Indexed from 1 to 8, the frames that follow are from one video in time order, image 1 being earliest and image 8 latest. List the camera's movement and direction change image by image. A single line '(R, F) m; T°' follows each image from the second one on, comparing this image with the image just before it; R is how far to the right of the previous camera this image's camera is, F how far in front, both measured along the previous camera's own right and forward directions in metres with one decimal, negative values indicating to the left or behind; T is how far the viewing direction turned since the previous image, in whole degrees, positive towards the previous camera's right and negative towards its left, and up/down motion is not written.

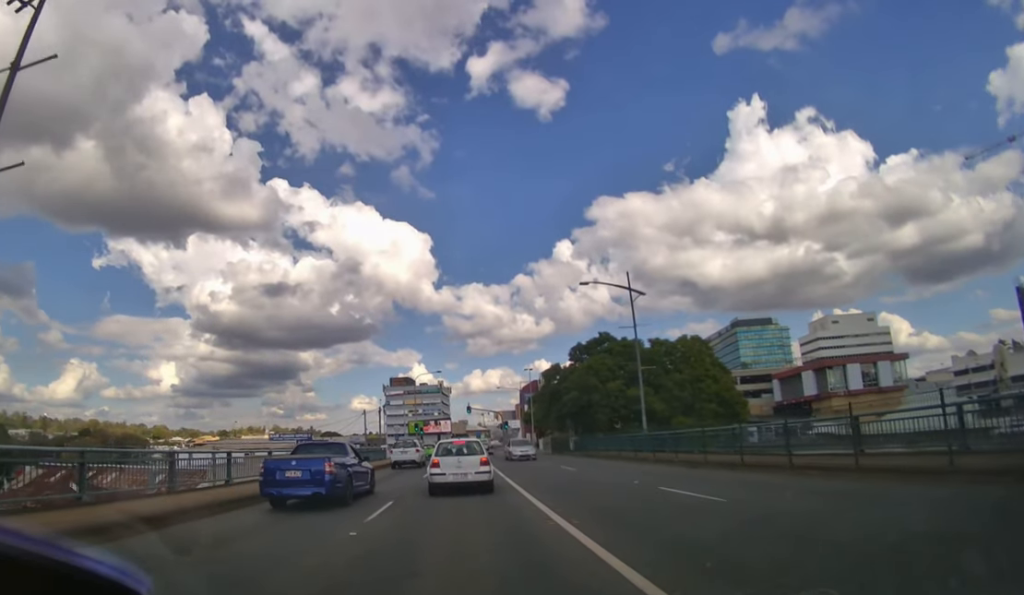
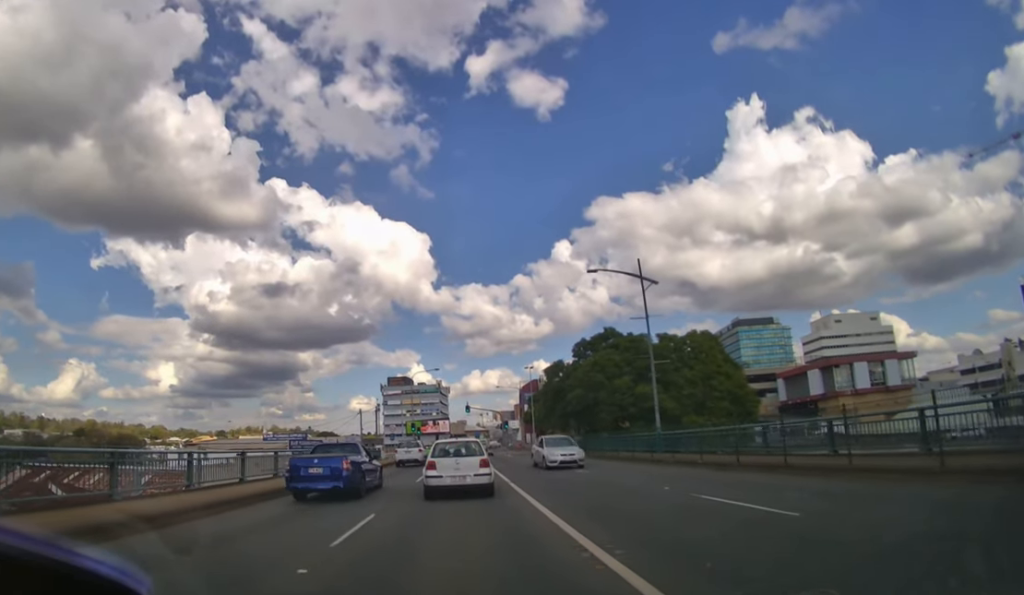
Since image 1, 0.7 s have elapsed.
(0.0, +2.2) m; 0°
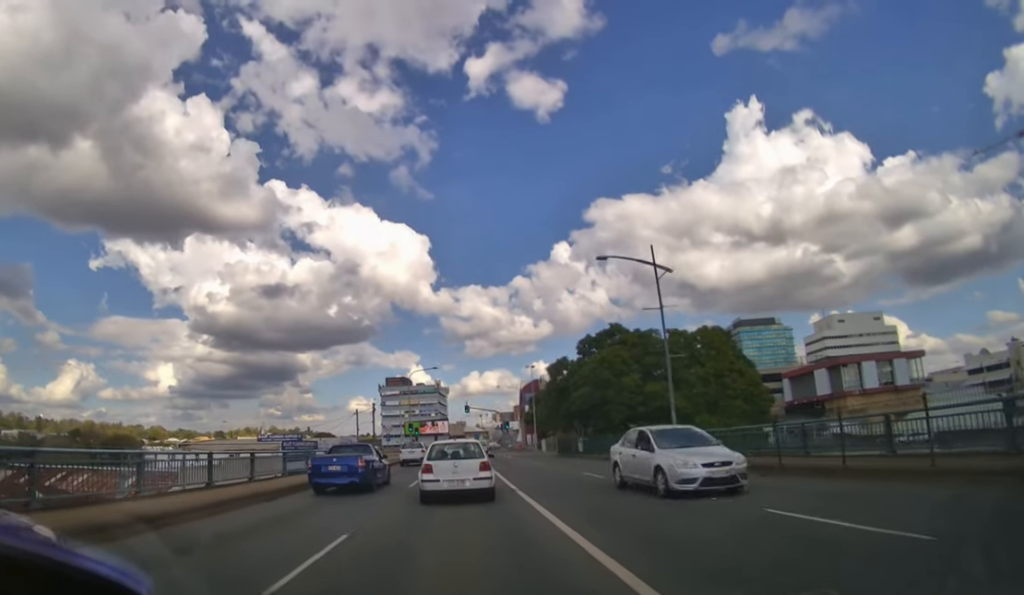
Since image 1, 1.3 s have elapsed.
(0.0, +2.2) m; 0°
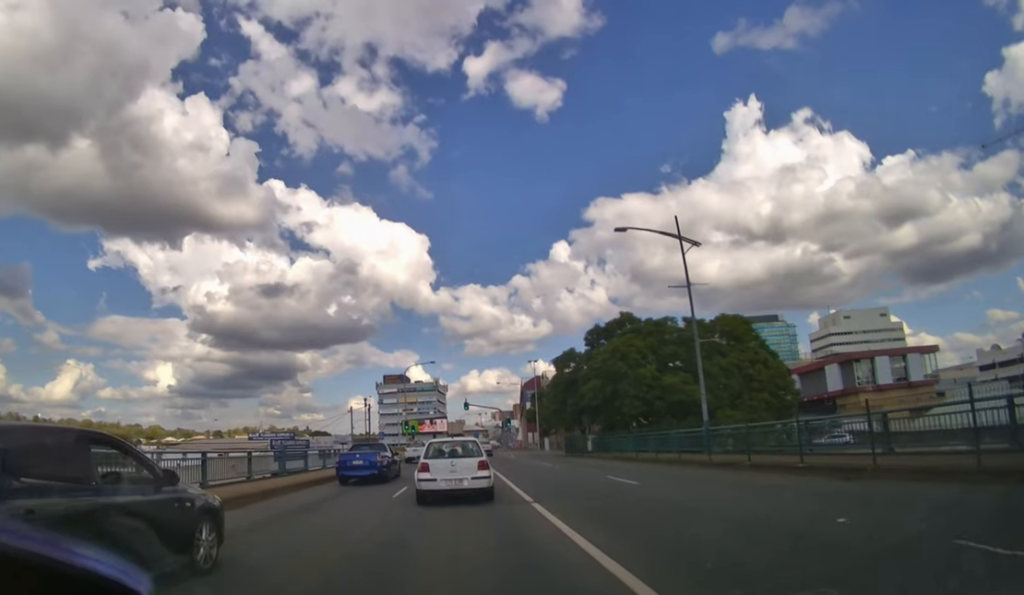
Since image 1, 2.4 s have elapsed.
(0.0, +3.8) m; 0°
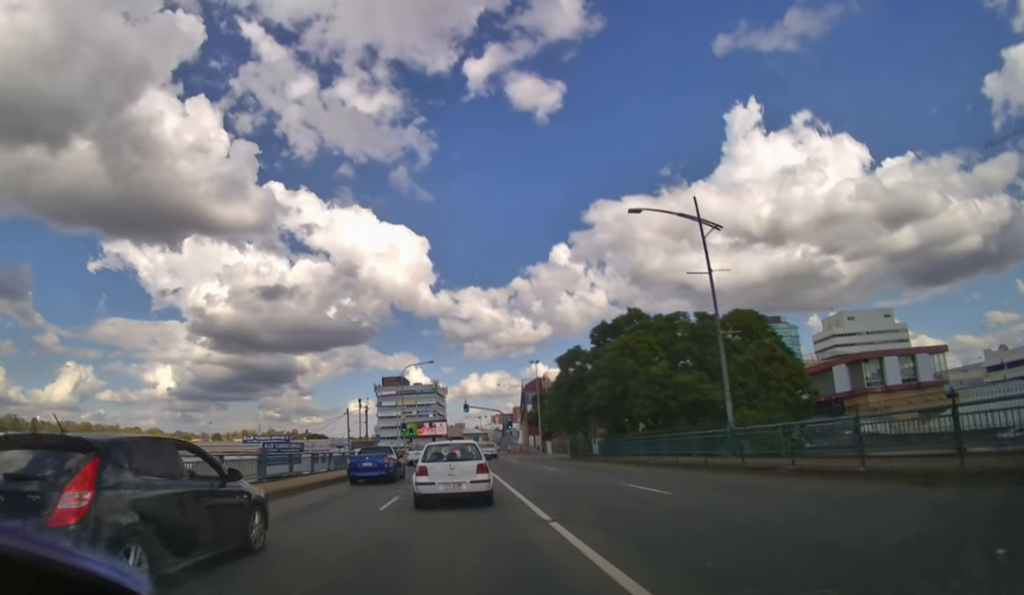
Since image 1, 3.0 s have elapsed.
(0.0, +2.6) m; 0°
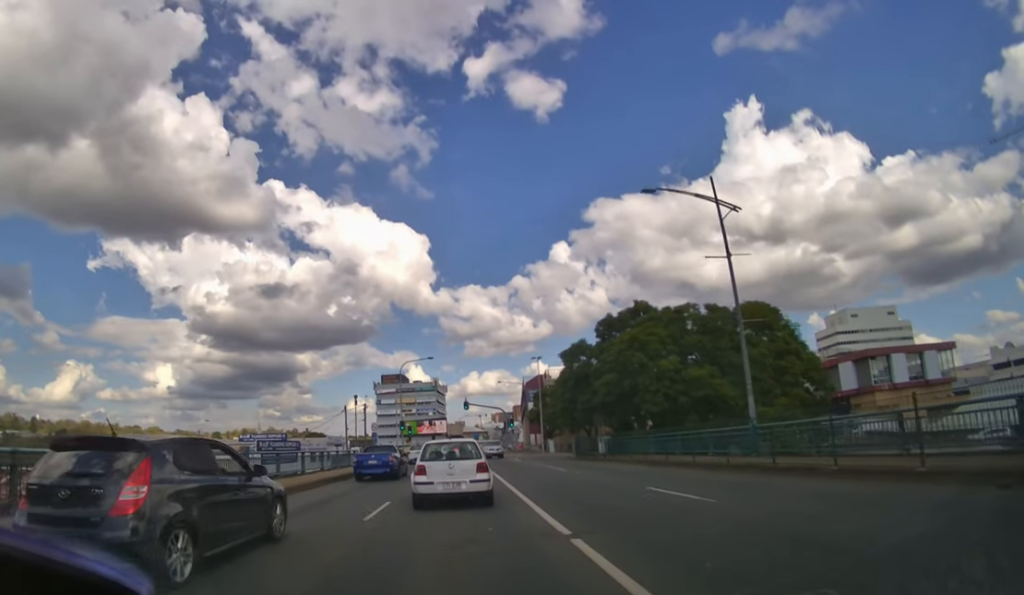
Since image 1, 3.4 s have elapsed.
(0.0, +1.9) m; 0°
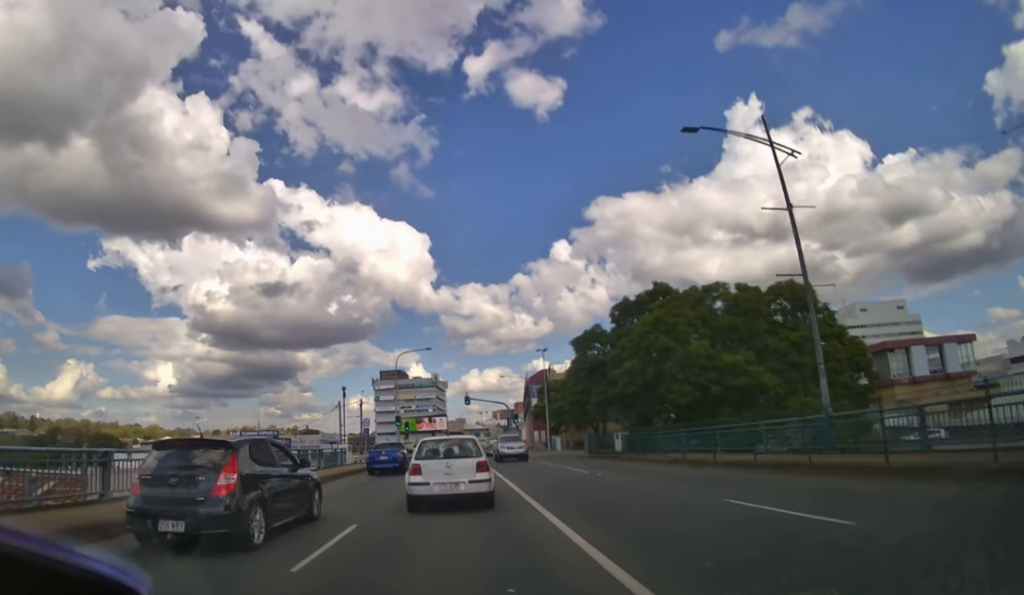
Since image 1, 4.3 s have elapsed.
(0.0, +4.2) m; 0°
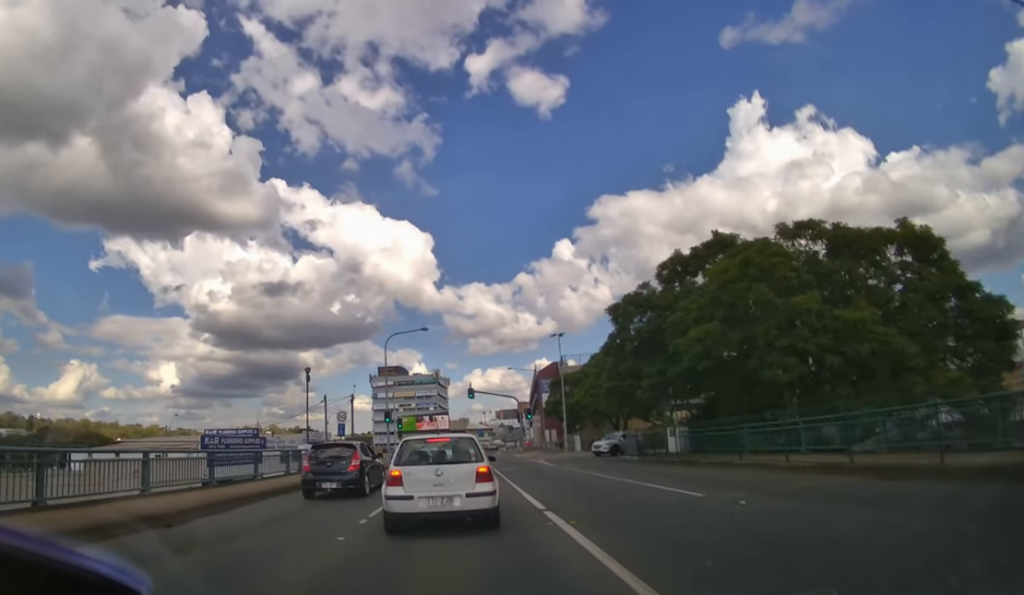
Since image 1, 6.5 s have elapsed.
(0.0, +8.8) m; -1°
